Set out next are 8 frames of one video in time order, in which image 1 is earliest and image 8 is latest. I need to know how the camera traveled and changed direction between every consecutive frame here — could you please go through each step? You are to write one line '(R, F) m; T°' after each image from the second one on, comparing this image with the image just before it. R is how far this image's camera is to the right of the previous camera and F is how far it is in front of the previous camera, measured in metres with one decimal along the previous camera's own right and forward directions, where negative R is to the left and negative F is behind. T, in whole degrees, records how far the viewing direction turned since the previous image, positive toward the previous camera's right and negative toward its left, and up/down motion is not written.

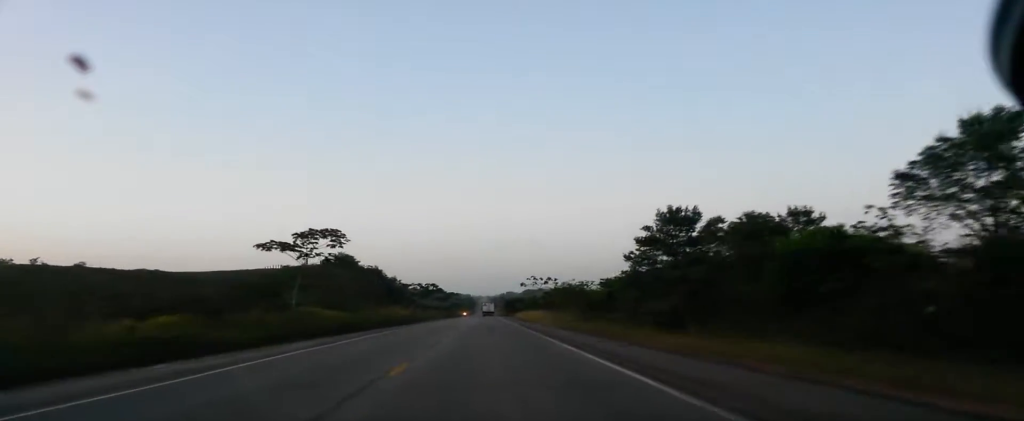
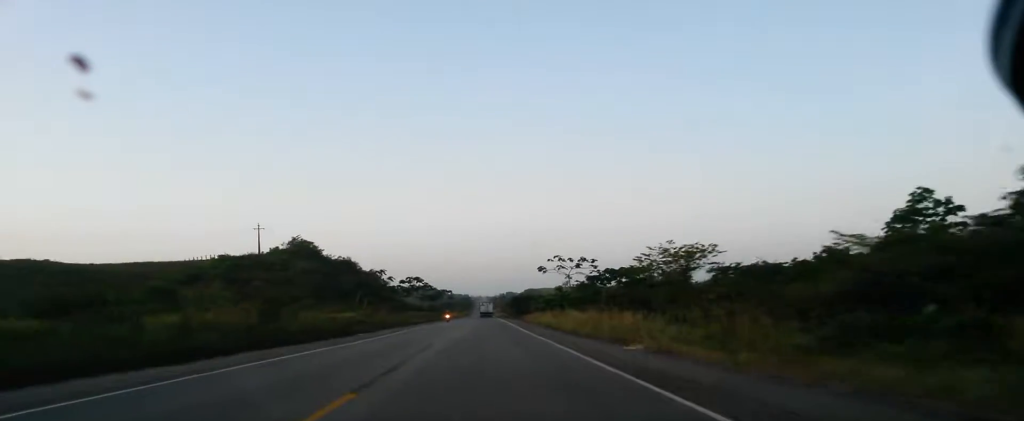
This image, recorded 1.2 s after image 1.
(-1.3, +43.6) m; -1°
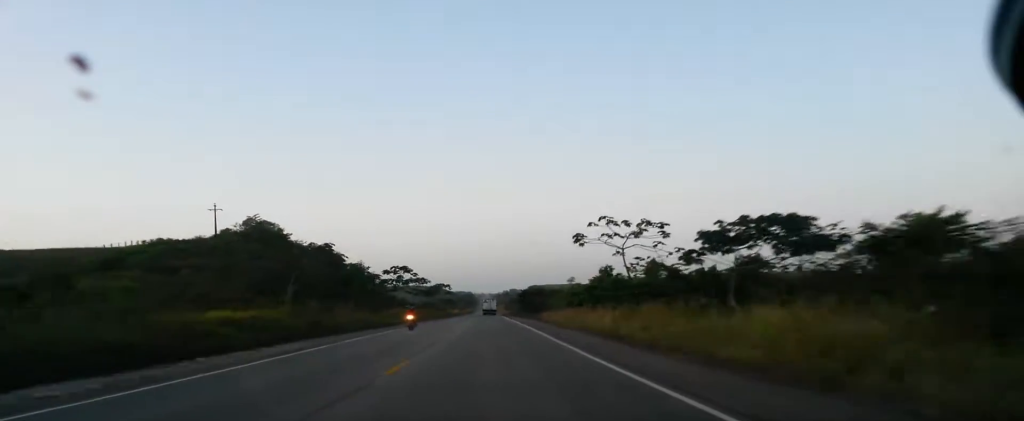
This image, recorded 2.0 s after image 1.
(+0.9, +27.3) m; -1°
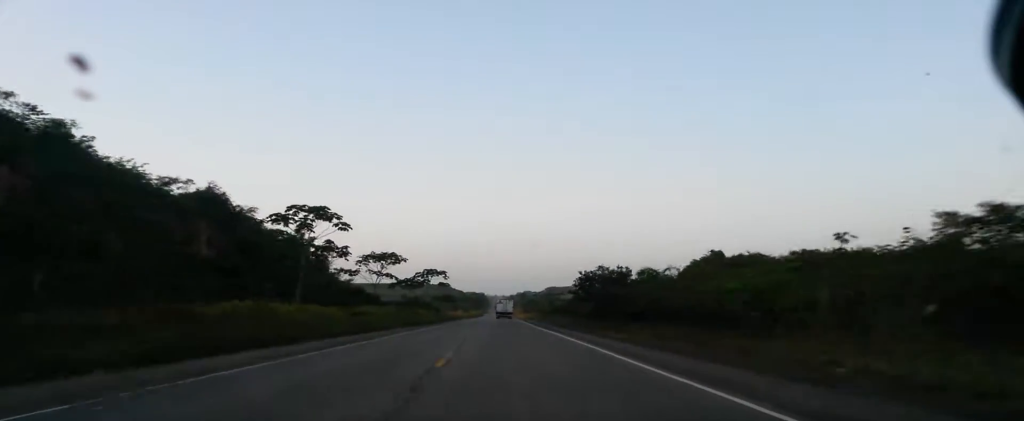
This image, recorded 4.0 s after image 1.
(-5.1, +64.9) m; -5°
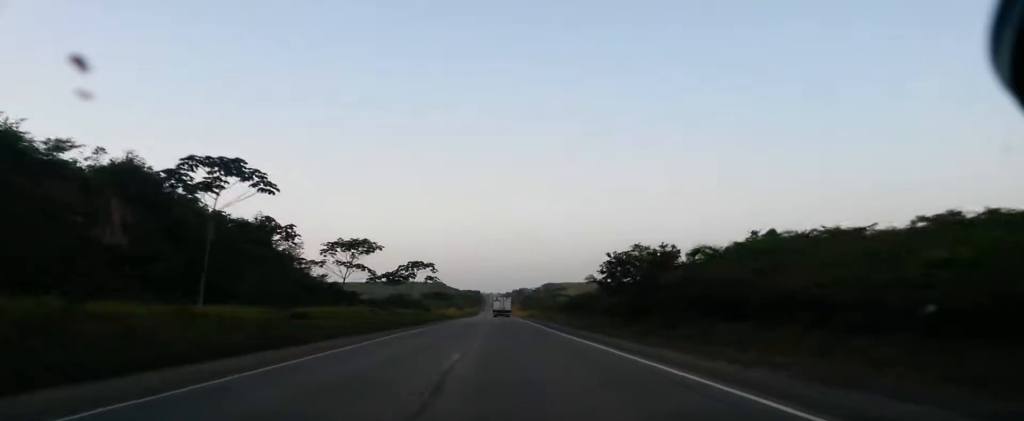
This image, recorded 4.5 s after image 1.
(0.0, +15.8) m; 0°
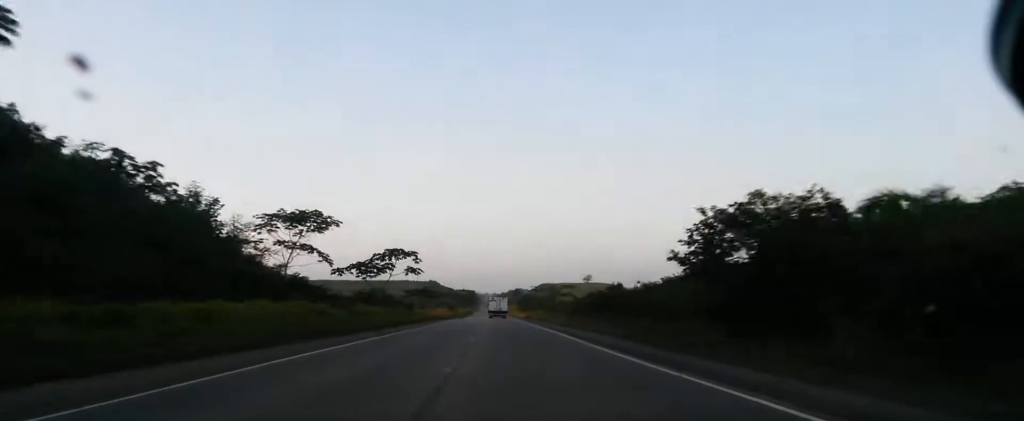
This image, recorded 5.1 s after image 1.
(0.0, +18.8) m; 0°
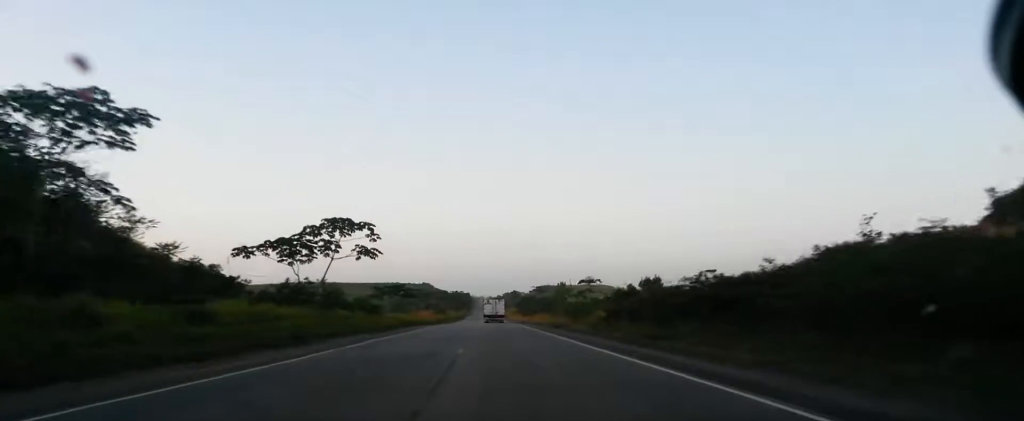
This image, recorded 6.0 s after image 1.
(0.0, +28.0) m; 0°
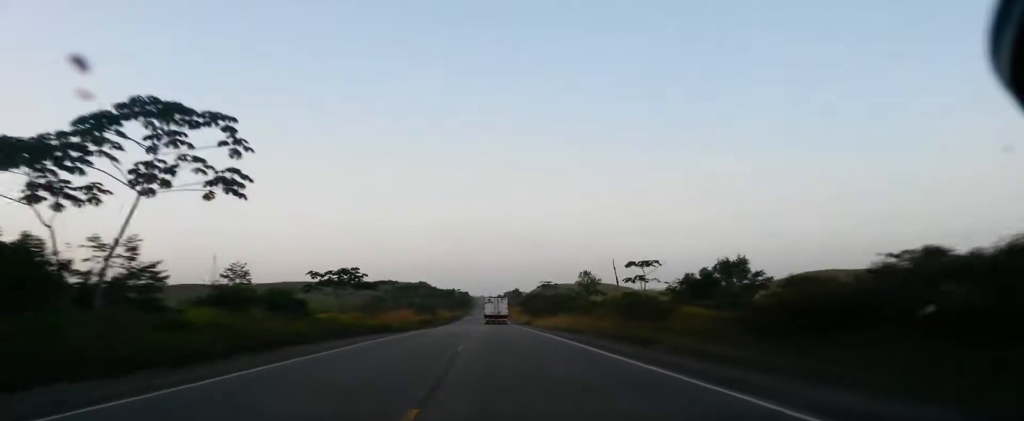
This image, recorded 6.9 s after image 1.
(0.0, +28.0) m; 0°
